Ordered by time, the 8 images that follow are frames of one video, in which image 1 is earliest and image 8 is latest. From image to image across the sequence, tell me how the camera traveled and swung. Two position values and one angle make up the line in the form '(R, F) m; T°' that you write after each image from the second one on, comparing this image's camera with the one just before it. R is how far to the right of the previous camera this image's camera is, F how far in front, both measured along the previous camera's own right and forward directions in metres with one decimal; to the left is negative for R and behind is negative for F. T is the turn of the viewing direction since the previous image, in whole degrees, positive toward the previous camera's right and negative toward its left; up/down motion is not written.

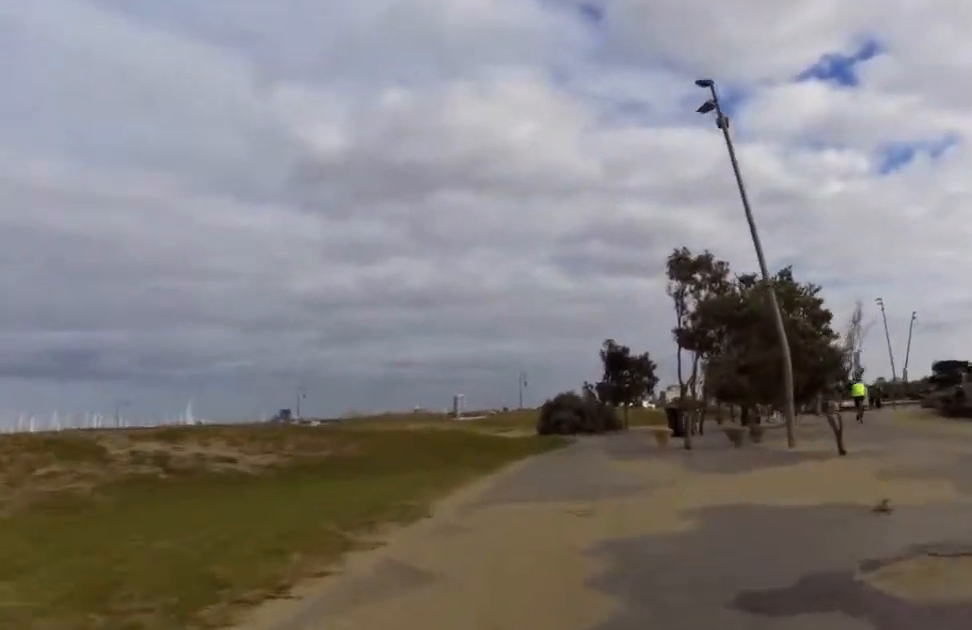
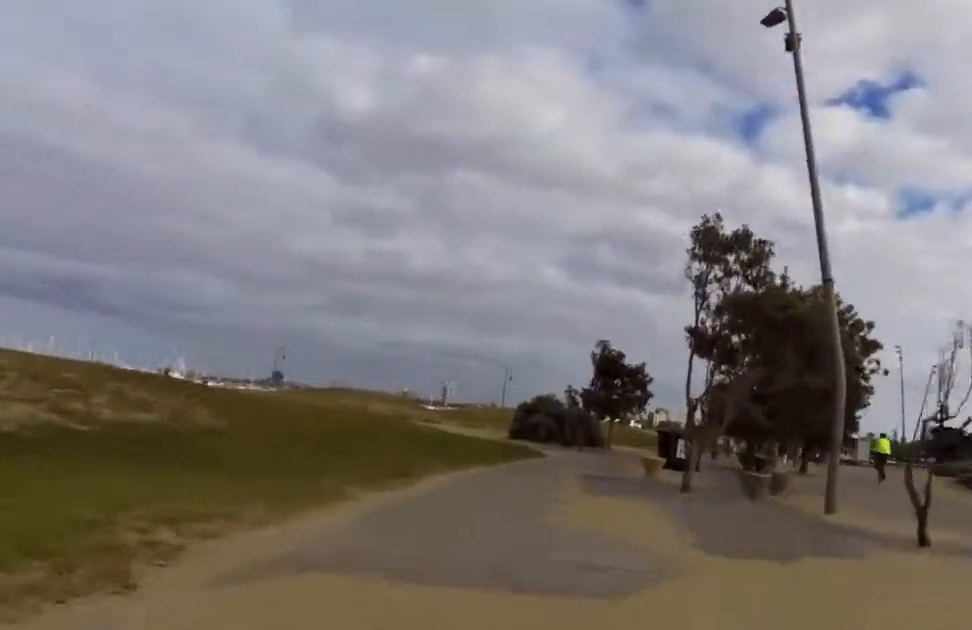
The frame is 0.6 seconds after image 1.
(+0.5, +4.7) m; -1°
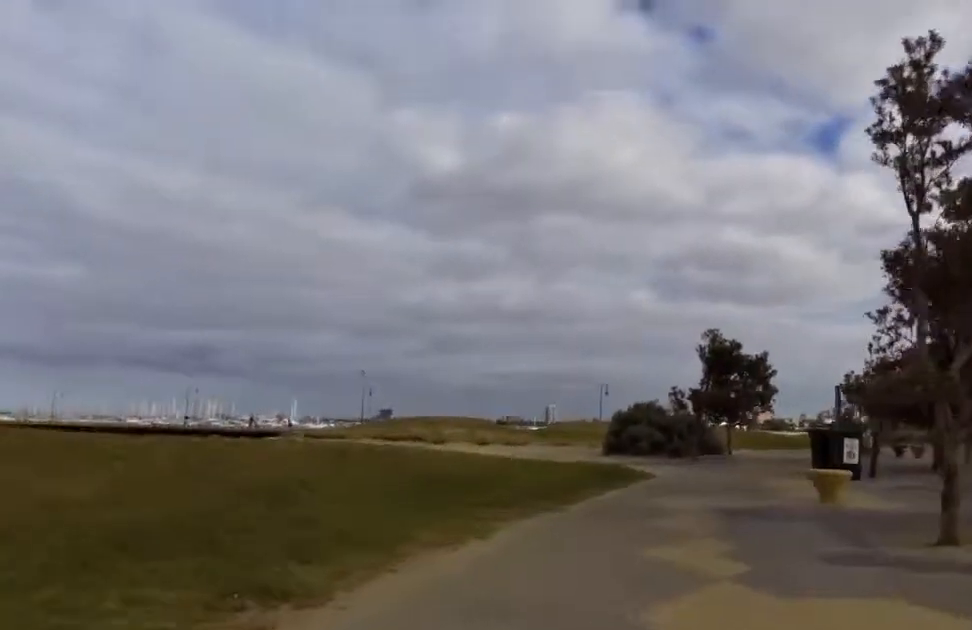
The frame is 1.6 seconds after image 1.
(-0.4, +6.8) m; 0°
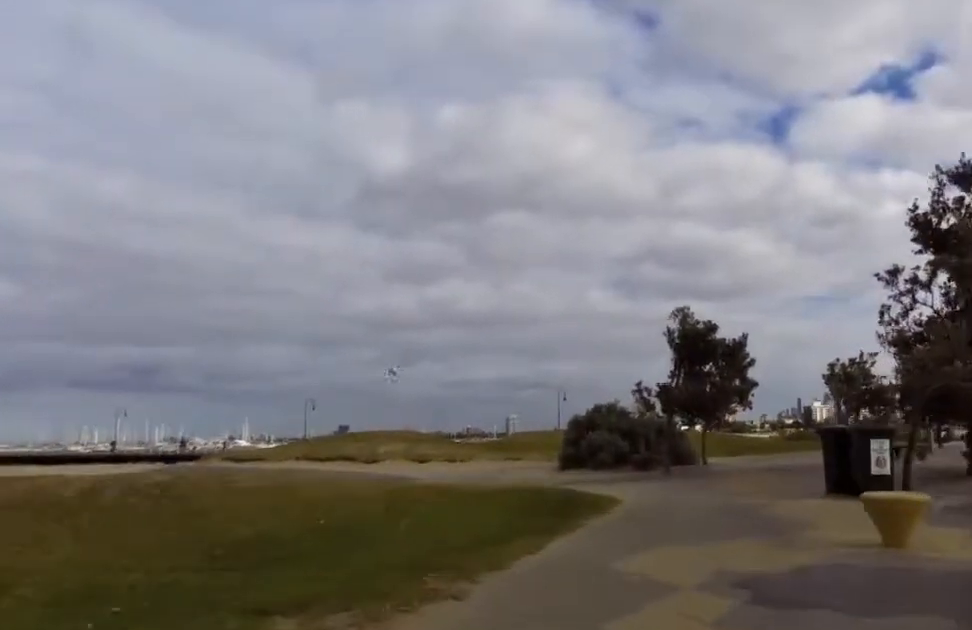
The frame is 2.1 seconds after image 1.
(-0.1, +3.6) m; +1°
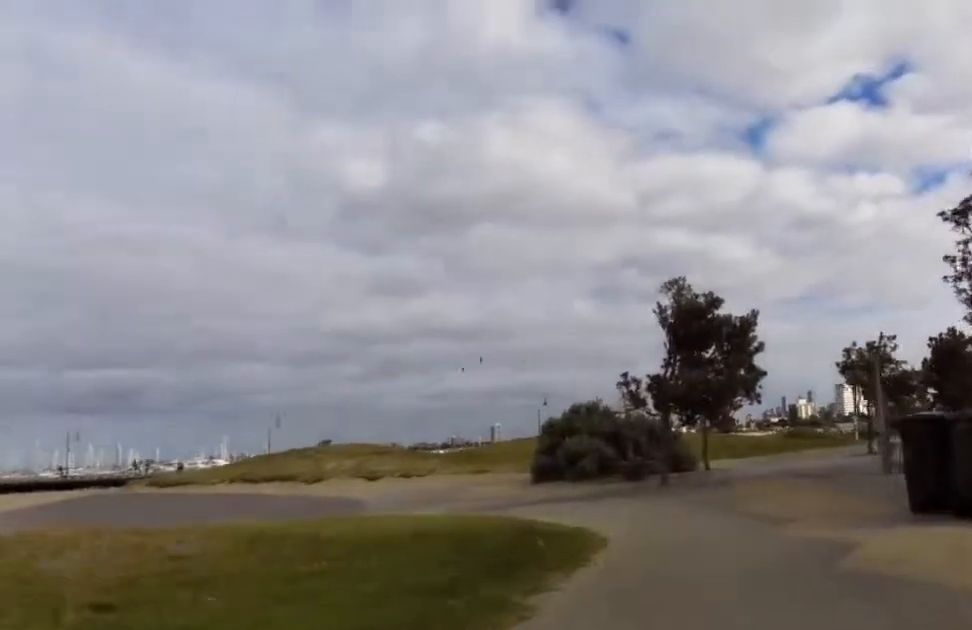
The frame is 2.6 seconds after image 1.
(+0.4, +3.9) m; +5°
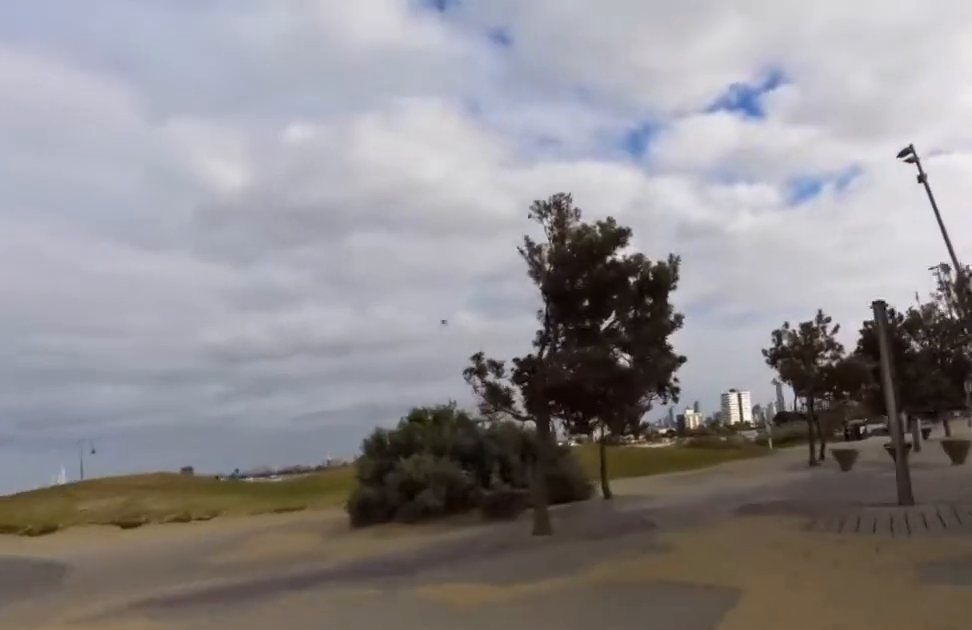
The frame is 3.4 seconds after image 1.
(+0.2, +5.6) m; +8°
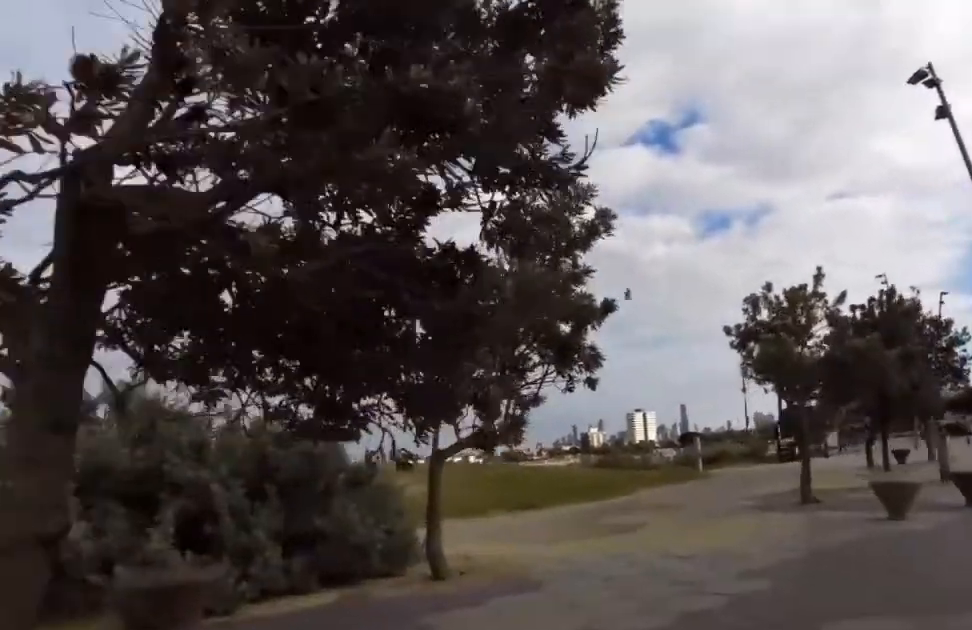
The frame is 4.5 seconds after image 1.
(+0.8, +6.9) m; +12°
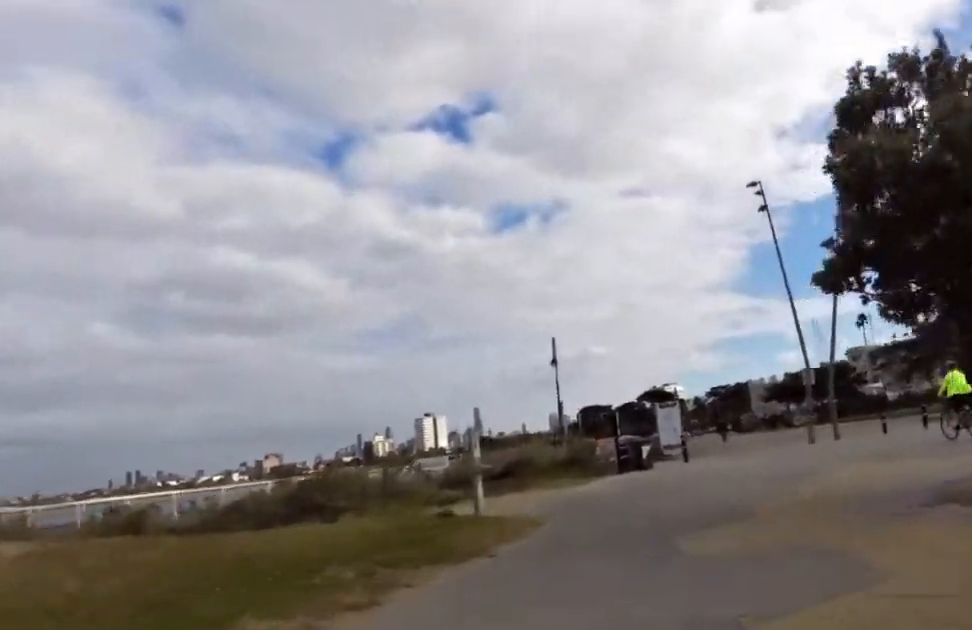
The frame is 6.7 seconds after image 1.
(+1.3, +15.6) m; +5°
